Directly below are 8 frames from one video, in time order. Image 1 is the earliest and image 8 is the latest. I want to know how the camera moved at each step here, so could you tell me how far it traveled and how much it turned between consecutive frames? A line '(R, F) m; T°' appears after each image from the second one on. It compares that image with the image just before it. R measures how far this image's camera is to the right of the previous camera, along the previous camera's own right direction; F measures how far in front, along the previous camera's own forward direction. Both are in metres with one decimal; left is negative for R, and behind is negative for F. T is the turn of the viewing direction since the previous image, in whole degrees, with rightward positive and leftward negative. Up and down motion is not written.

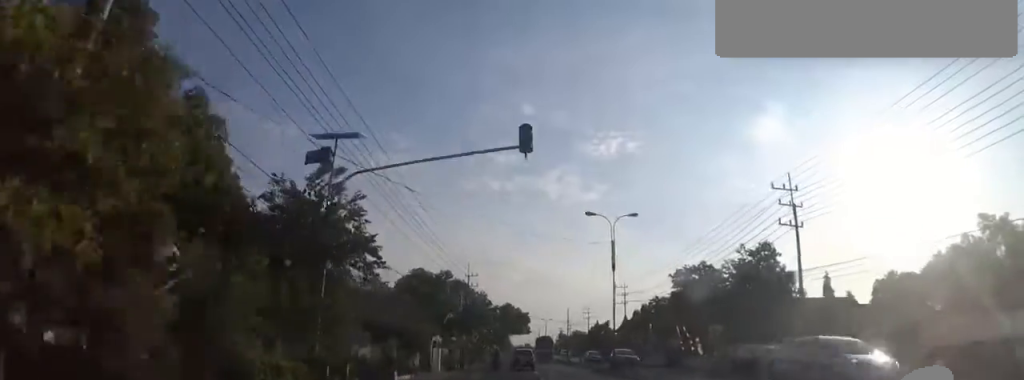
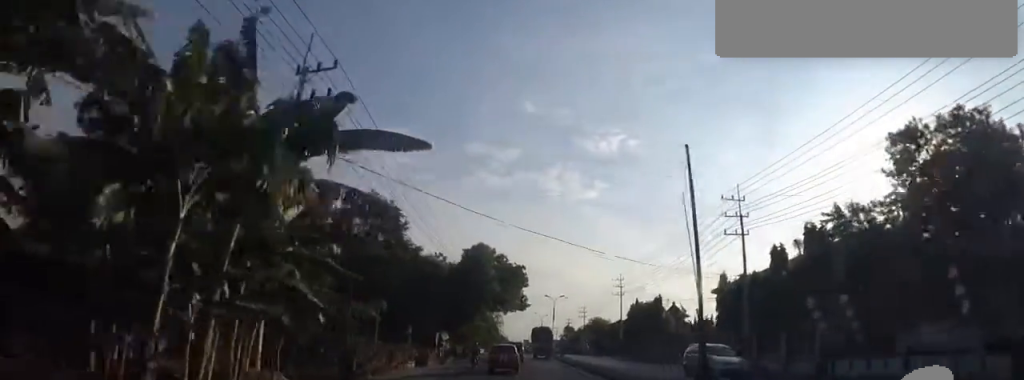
(+0.2, +44.4) m; -2°
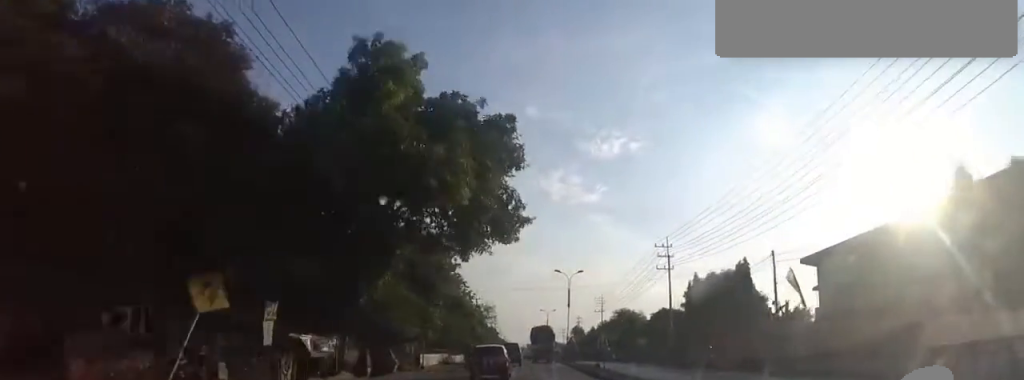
(+0.7, +25.1) m; +1°
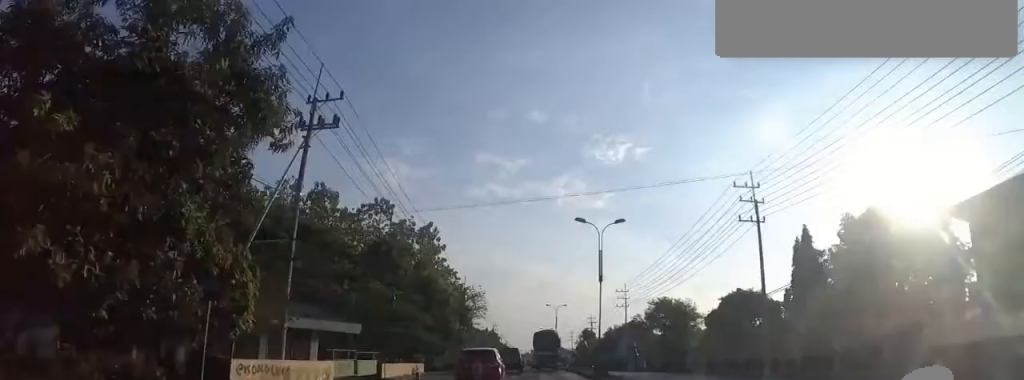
(-0.3, +19.2) m; 0°
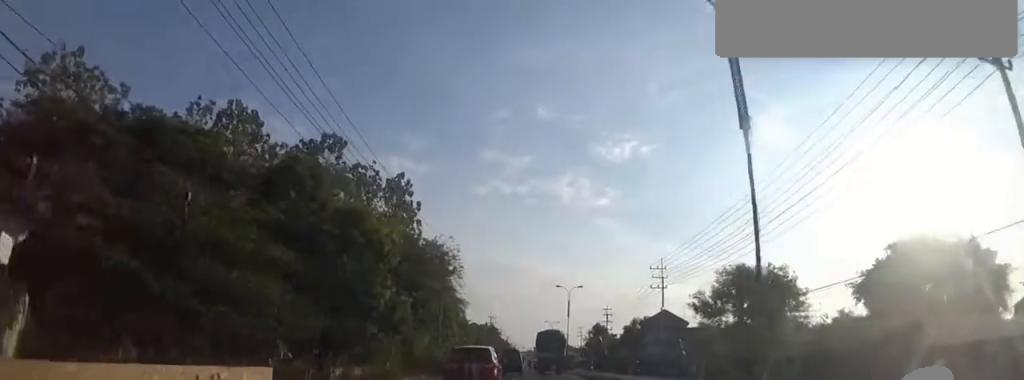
(+0.1, +18.6) m; -1°
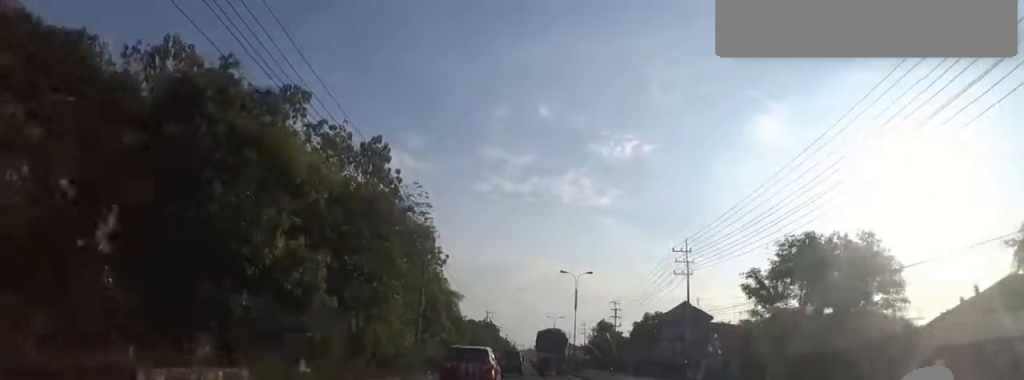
(-0.3, +8.7) m; -1°
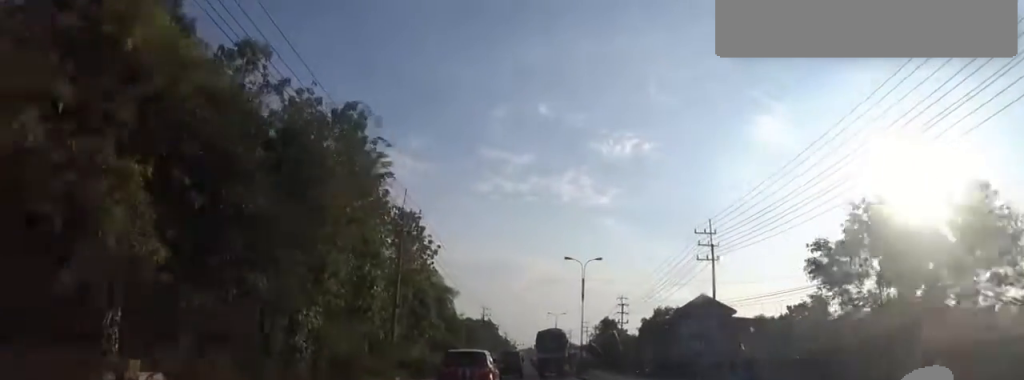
(+0.2, +6.5) m; +1°
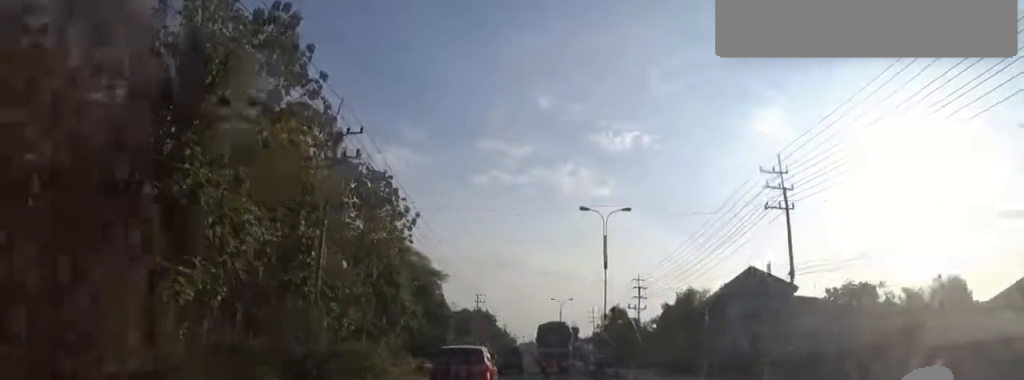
(+0.2, +12.0) m; +1°
